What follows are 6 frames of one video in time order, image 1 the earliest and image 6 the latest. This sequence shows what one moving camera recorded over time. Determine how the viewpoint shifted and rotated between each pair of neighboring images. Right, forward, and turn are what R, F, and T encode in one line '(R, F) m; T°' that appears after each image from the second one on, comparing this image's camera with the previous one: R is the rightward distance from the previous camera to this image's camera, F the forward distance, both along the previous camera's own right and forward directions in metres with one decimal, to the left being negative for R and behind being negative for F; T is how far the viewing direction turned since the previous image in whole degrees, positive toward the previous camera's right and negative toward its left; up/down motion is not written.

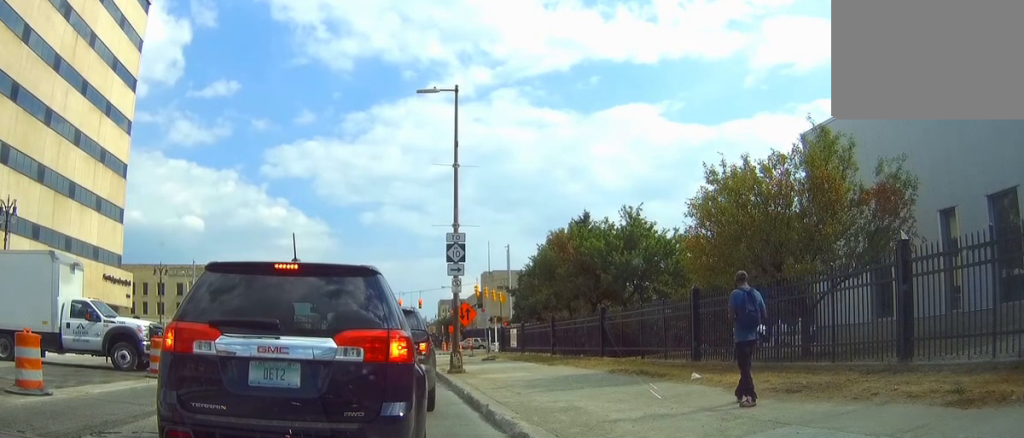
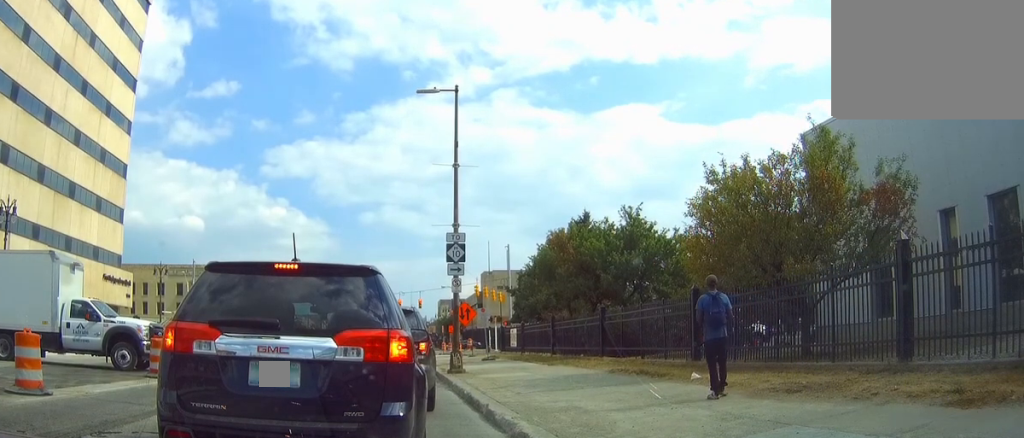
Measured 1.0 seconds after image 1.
(+0.1, +0.2) m; 0°
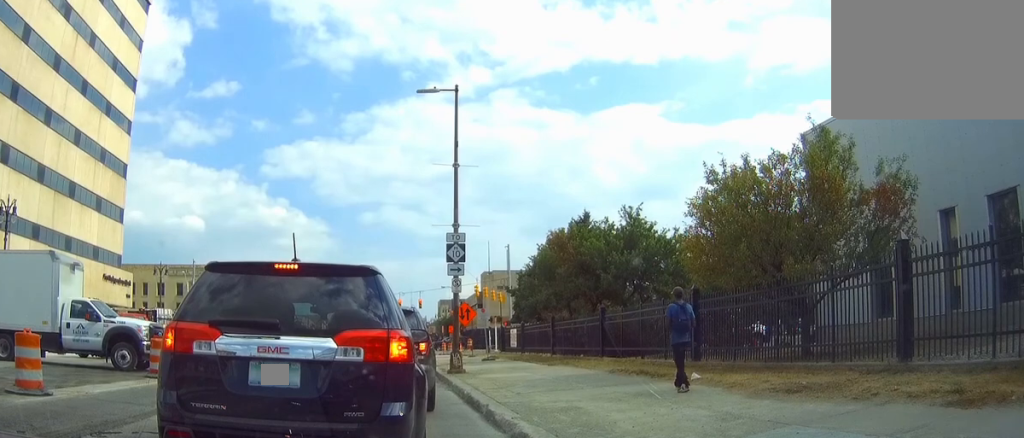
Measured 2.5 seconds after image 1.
(+0.1, +0.3) m; 0°
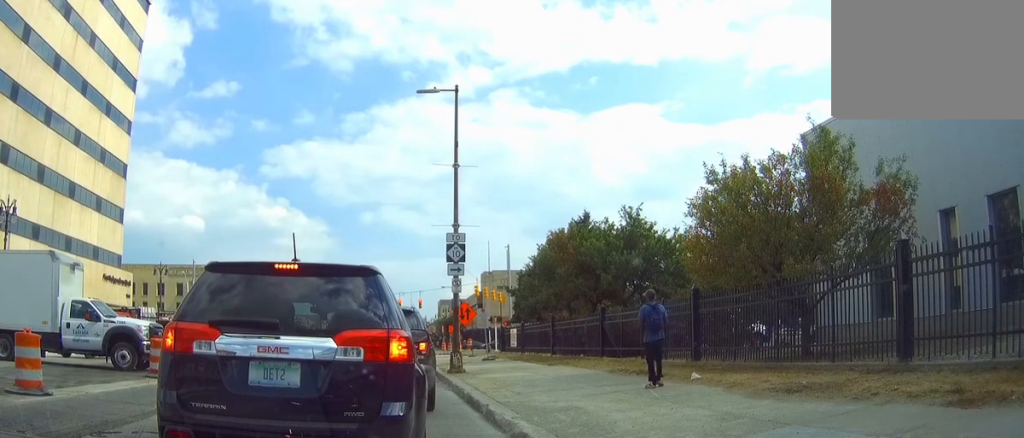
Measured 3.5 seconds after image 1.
(+0.1, +0.2) m; 0°
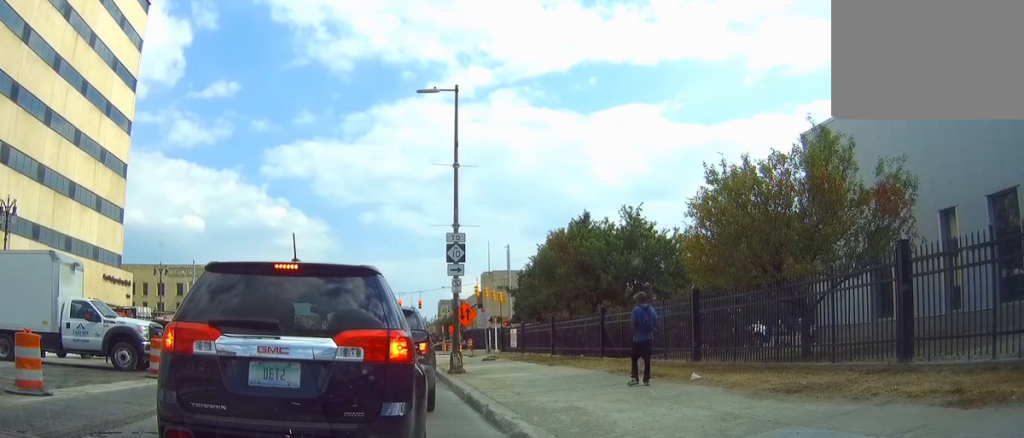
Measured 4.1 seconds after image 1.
(0.0, +0.2) m; 0°
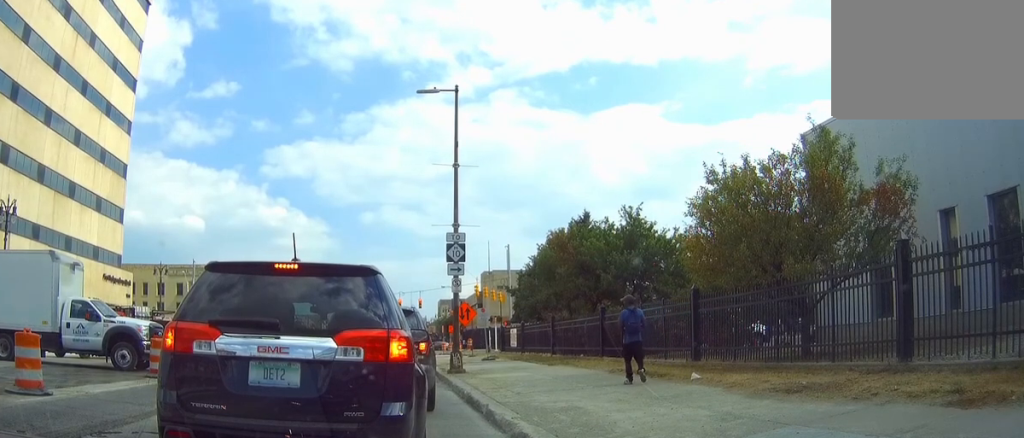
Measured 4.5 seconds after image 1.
(0.0, +0.1) m; 0°
